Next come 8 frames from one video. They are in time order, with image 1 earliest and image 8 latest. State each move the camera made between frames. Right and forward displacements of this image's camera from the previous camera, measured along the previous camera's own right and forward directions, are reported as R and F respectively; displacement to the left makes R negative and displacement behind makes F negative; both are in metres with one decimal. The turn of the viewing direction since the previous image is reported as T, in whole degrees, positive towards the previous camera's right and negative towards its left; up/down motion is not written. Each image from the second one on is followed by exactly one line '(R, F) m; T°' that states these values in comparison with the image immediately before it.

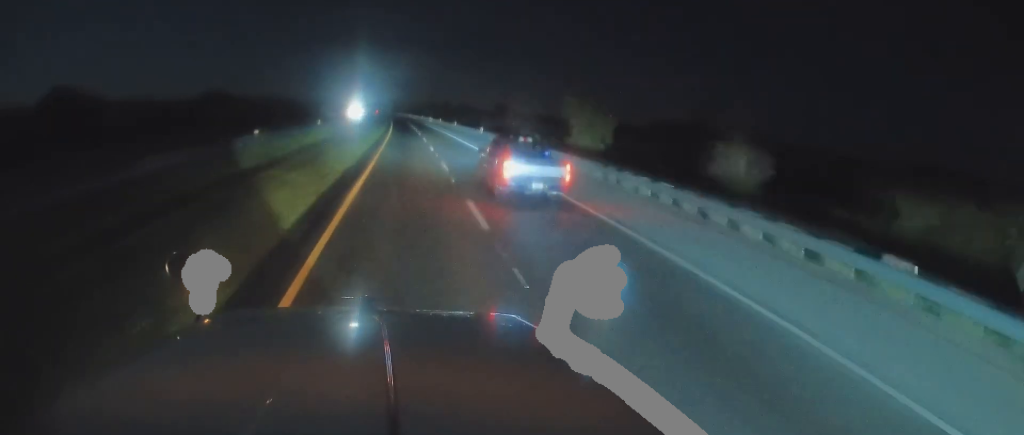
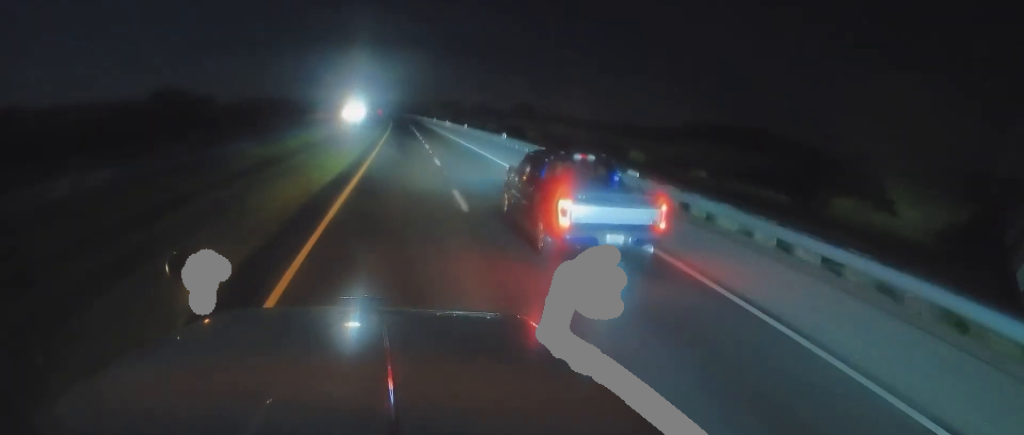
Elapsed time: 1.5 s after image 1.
(-0.5, +46.6) m; -2°
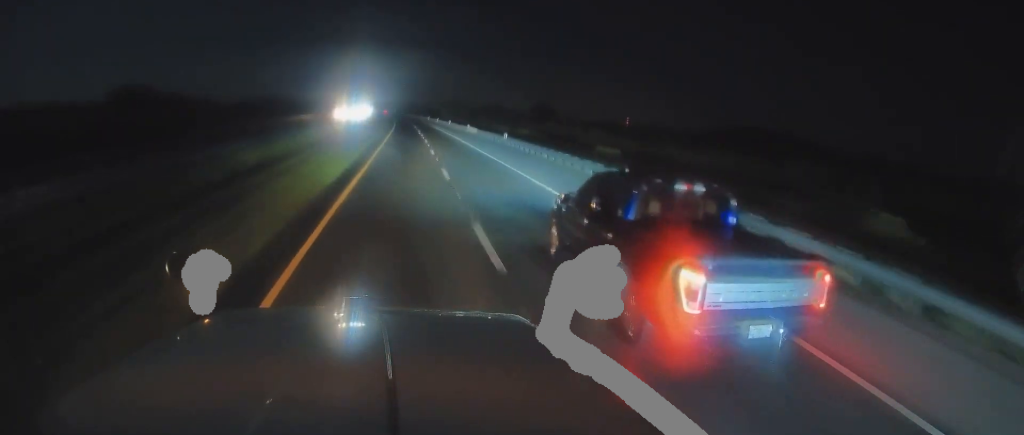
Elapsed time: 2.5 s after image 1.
(-0.2, +30.0) m; 0°
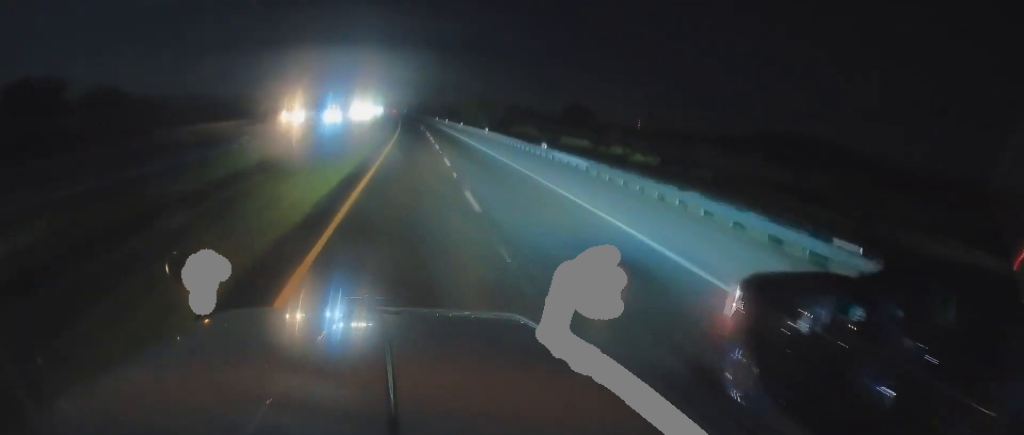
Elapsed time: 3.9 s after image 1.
(+0.1, +43.3) m; -2°
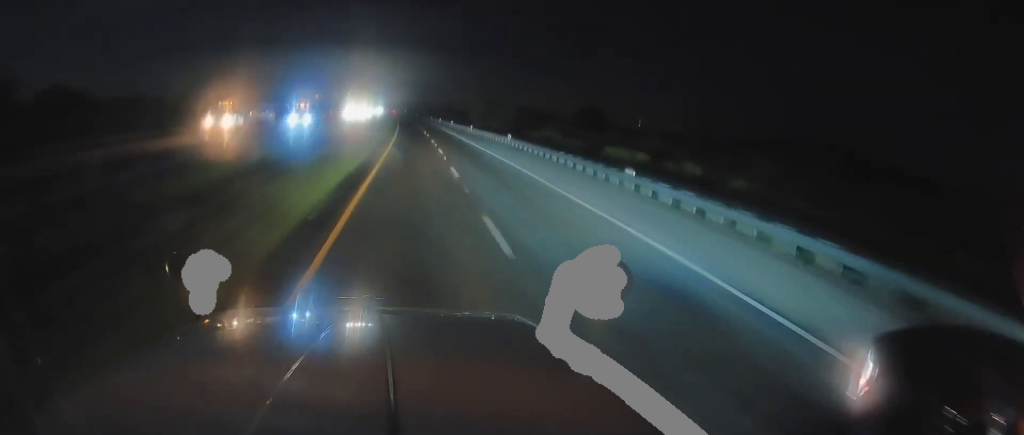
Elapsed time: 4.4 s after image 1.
(-0.4, +16.4) m; -1°
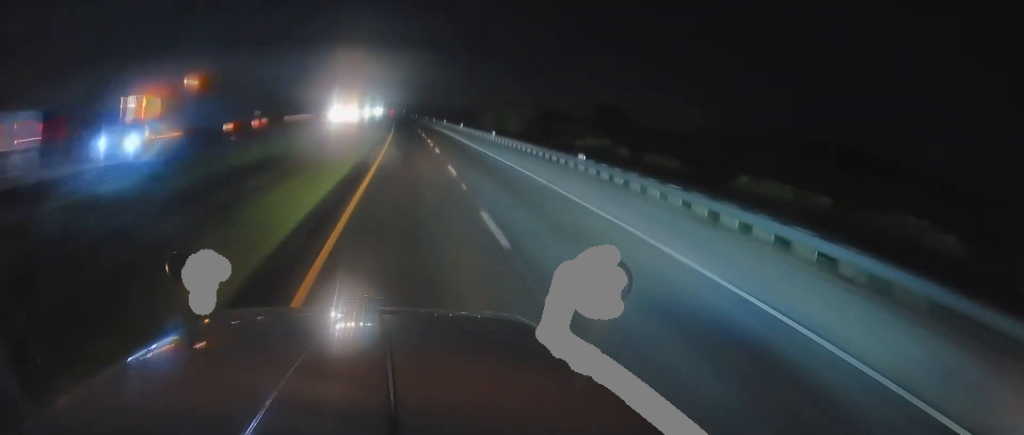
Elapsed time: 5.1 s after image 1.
(-0.3, +22.6) m; 0°
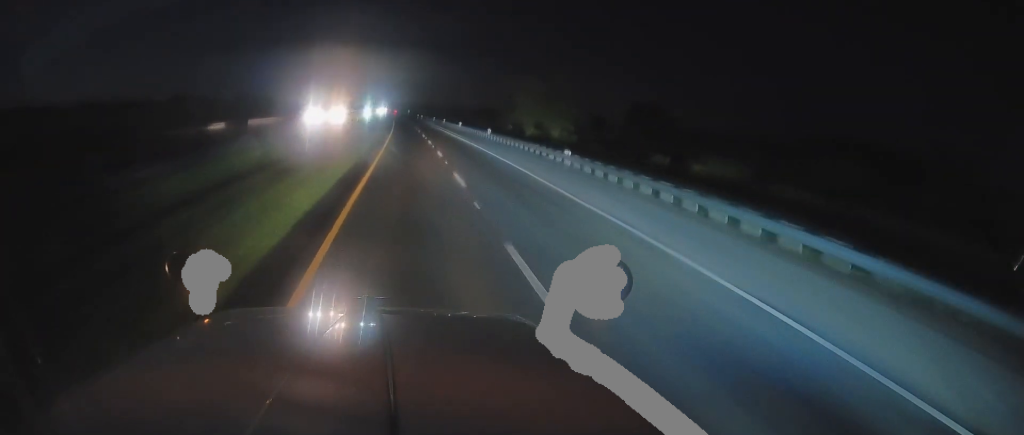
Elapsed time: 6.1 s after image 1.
(+0.1, +29.0) m; +1°
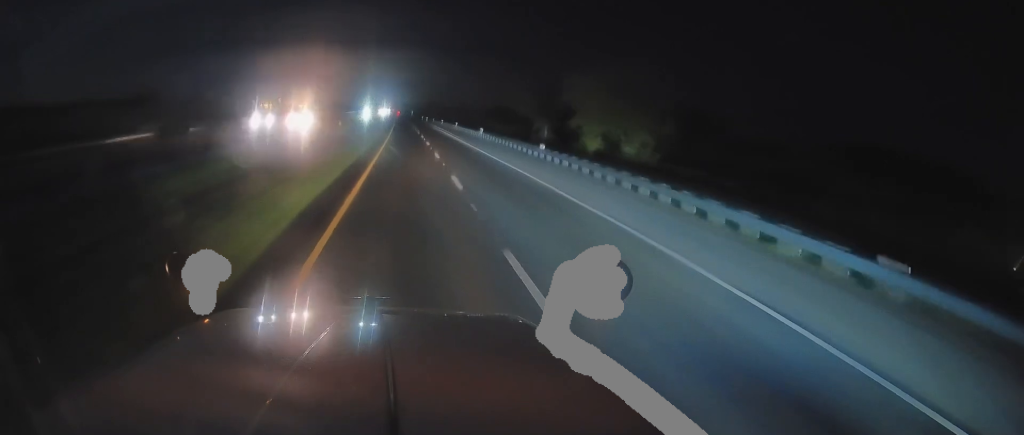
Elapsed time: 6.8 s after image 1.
(+0.3, +23.9) m; 0°
